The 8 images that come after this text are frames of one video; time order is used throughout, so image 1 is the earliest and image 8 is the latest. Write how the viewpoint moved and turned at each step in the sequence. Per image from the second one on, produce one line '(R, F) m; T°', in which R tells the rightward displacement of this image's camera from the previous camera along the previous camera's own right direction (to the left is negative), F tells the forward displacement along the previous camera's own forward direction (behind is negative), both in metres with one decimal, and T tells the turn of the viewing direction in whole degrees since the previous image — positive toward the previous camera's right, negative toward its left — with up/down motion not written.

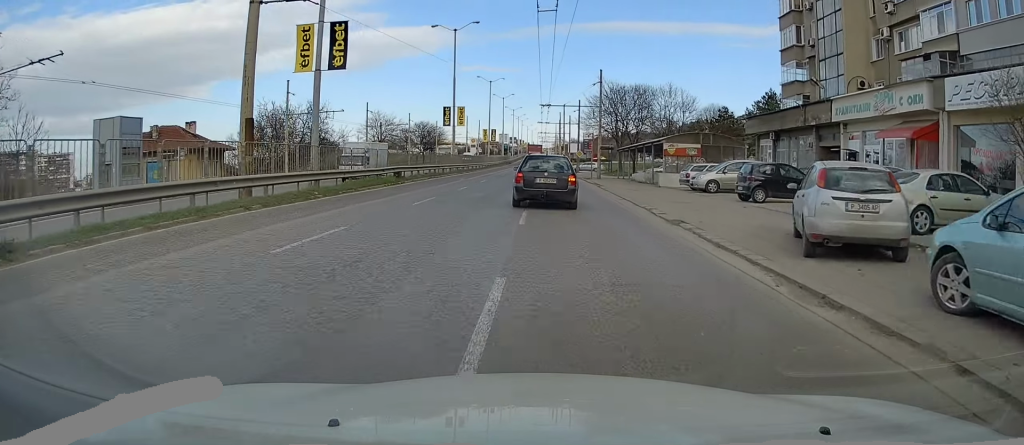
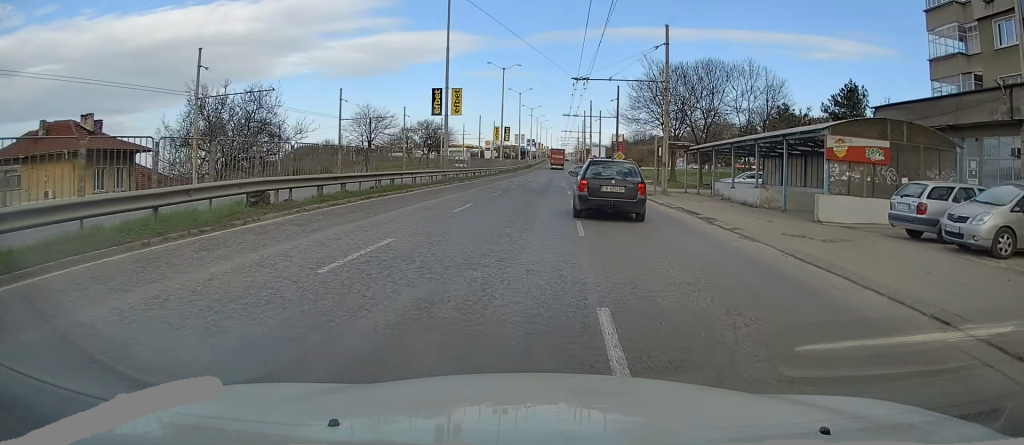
(-0.1, +19.2) m; 0°
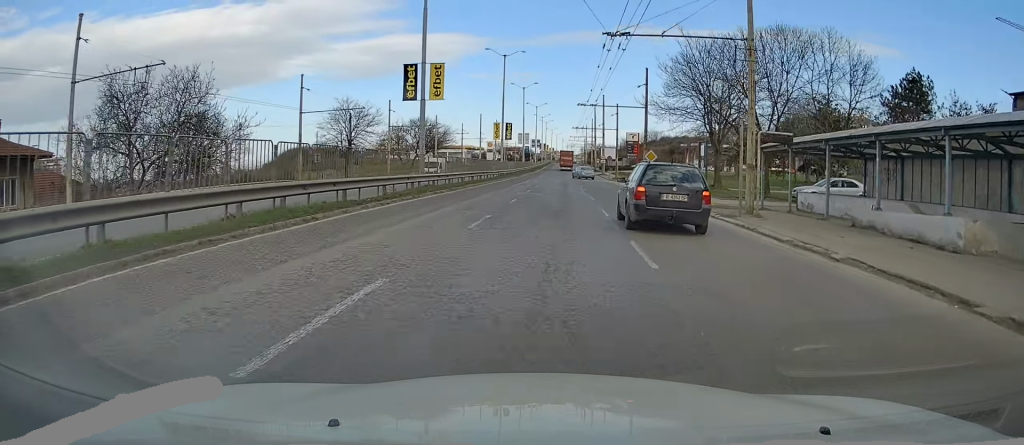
(0.0, +12.4) m; 0°
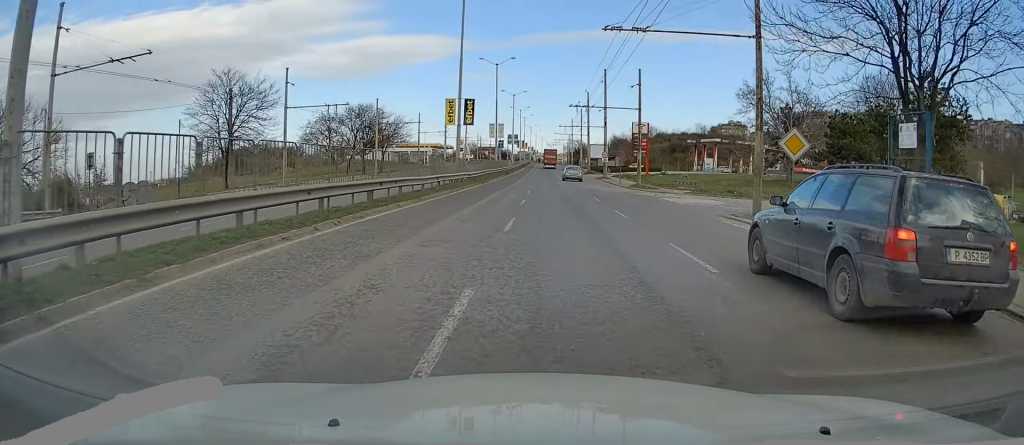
(+0.1, +27.2) m; +2°
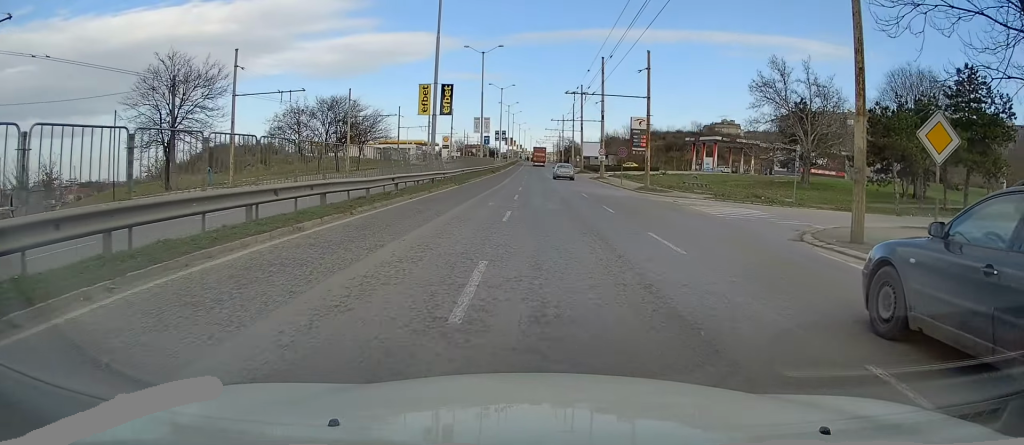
(+0.1, +7.4) m; +1°
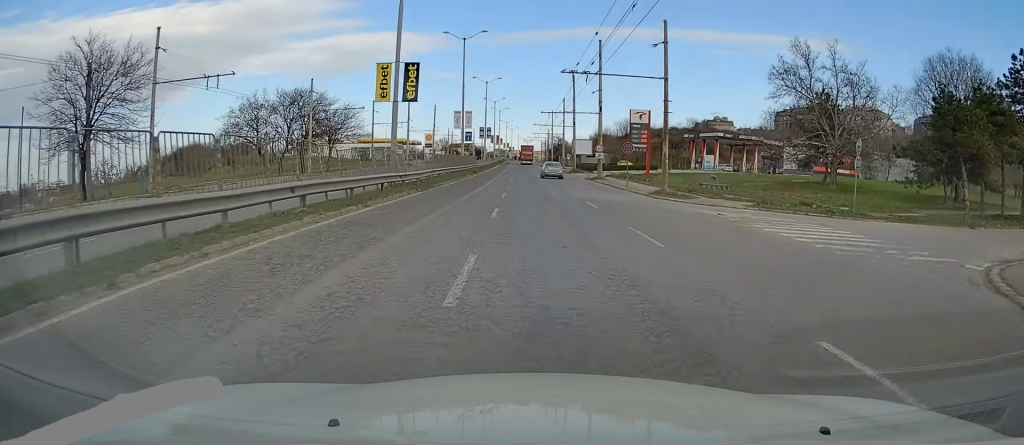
(+0.1, +8.4) m; 0°
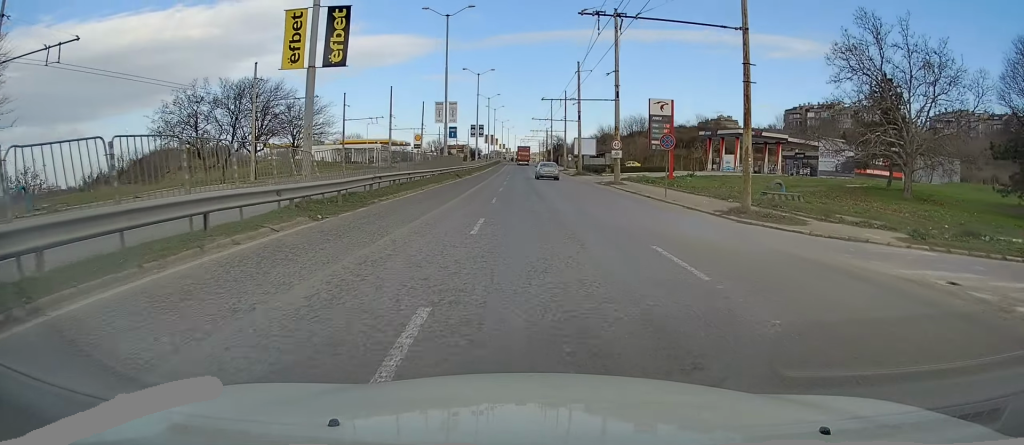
(0.0, +12.2) m; 0°
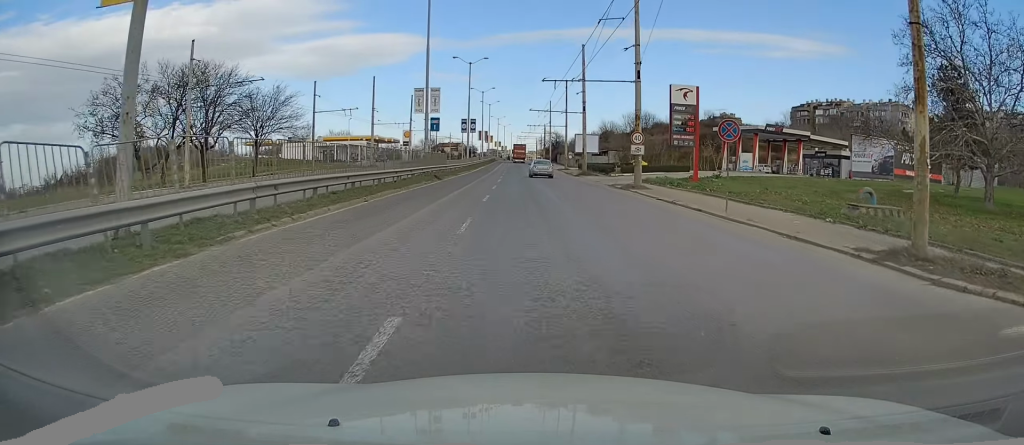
(0.0, +9.4) m; 0°
